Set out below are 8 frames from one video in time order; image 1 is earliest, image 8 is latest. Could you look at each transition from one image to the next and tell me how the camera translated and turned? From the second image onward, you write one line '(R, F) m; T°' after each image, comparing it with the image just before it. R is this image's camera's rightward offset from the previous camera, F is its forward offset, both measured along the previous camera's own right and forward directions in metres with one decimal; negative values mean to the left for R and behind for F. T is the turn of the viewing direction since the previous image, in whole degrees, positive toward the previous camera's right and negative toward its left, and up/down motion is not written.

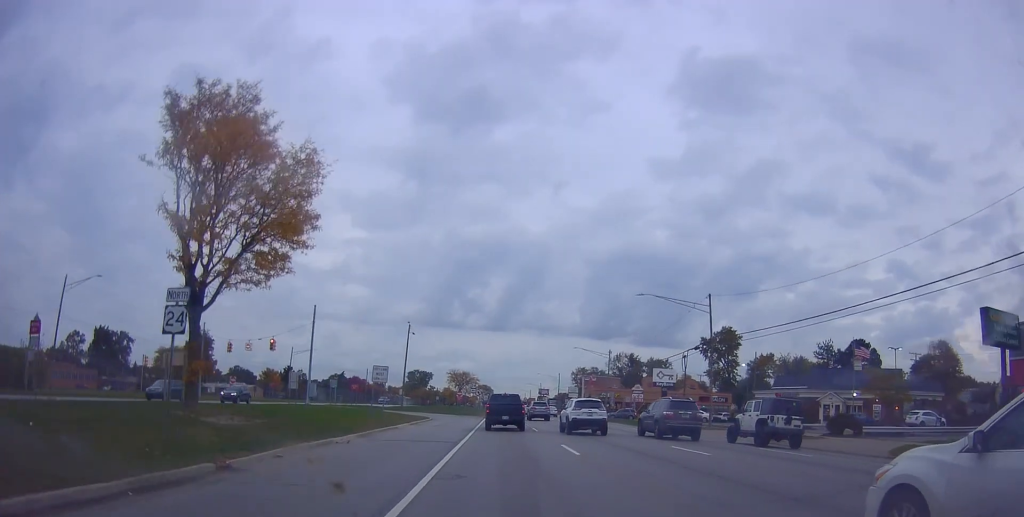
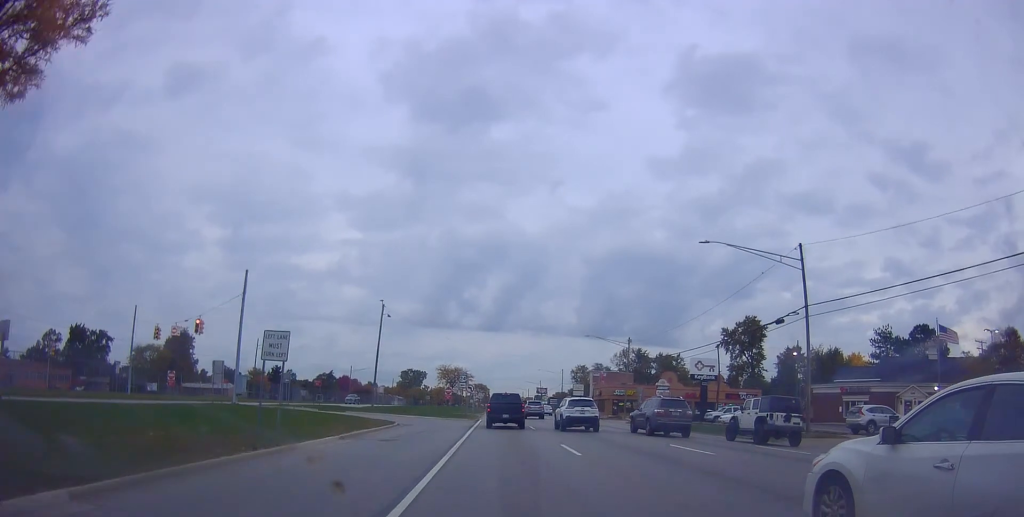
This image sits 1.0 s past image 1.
(-0.3, +15.0) m; 0°
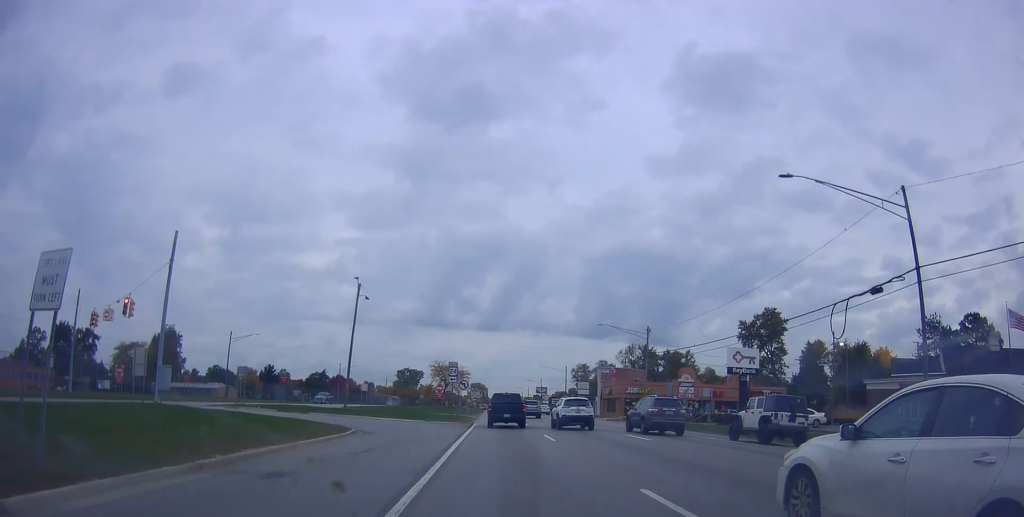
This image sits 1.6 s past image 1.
(+0.3, +9.9) m; -1°
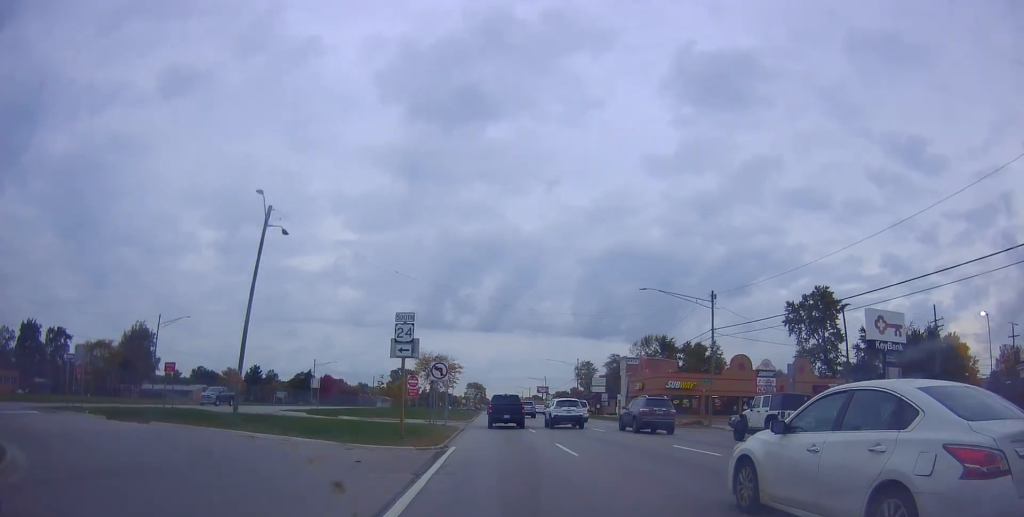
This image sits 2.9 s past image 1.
(-0.7, +20.6) m; 0°
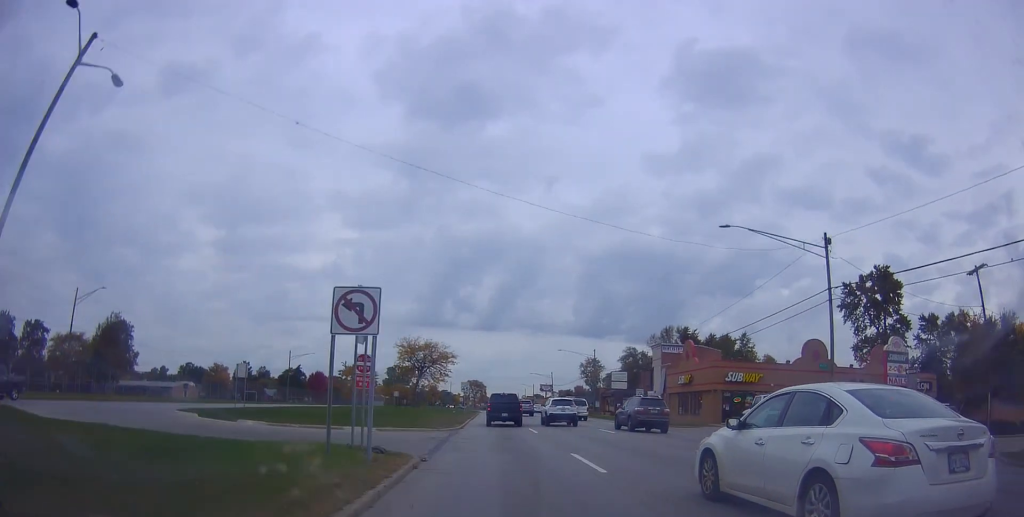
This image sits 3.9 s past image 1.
(+0.7, +17.7) m; +1°
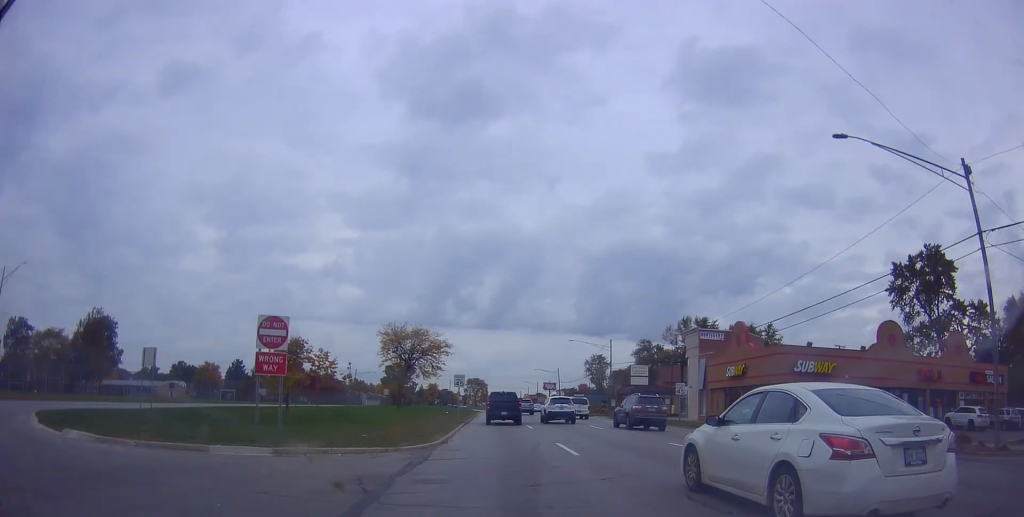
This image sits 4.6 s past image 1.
(-0.3, +12.4) m; 0°
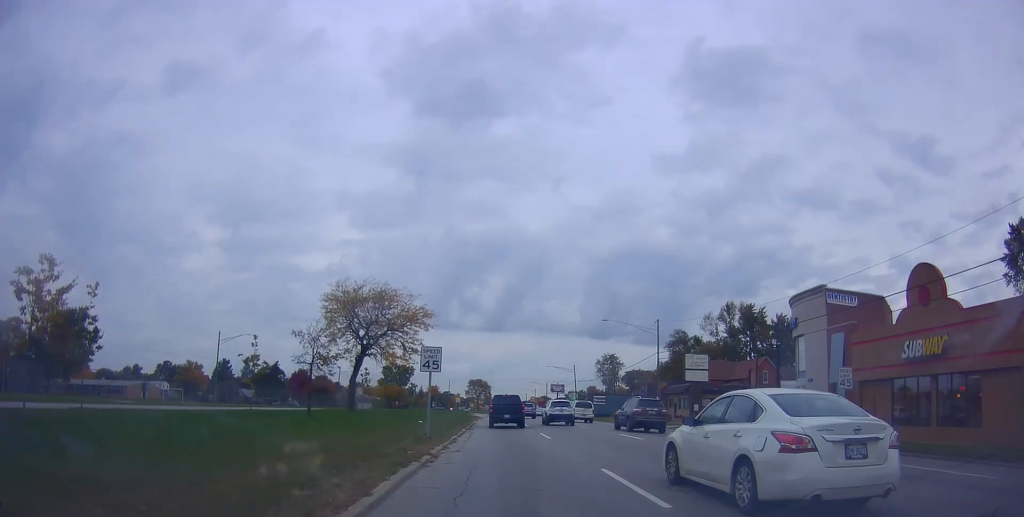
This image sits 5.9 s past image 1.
(+0.2, +22.9) m; -1°
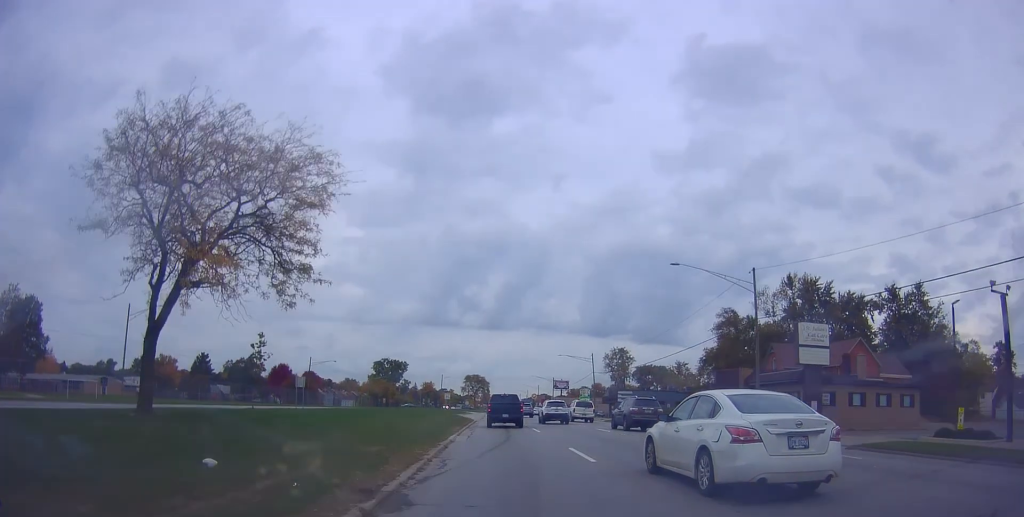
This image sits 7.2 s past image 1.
(-0.4, +24.5) m; 0°
